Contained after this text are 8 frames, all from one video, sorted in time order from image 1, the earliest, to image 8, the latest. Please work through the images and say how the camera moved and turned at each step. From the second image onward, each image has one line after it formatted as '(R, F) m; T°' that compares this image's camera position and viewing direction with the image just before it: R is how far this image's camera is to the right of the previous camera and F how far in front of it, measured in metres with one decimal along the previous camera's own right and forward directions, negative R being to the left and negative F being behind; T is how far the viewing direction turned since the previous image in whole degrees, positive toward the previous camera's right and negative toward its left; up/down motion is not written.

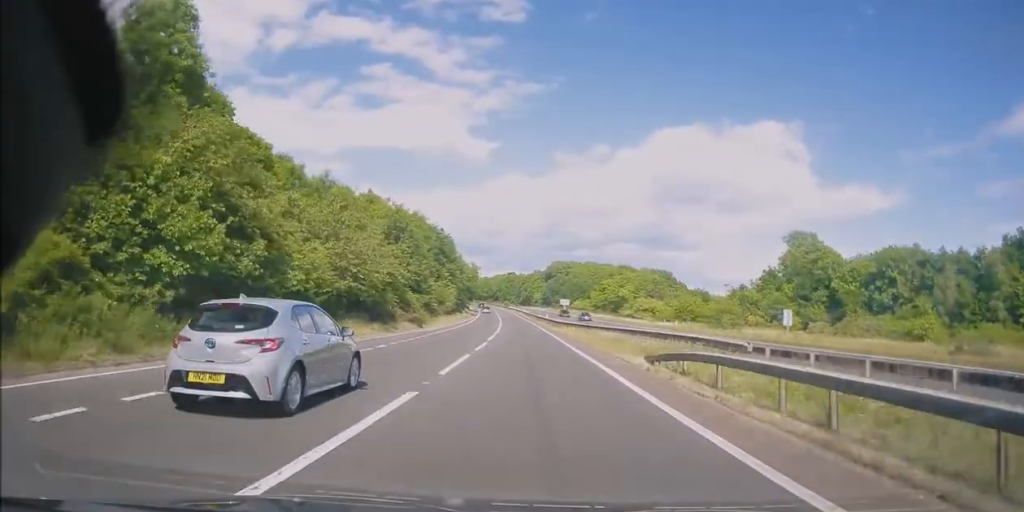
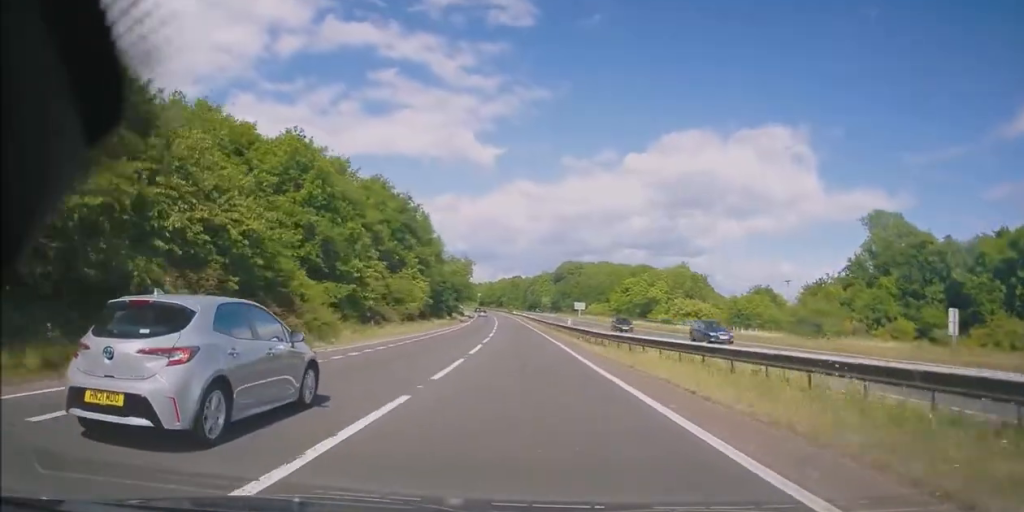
(+0.1, +28.6) m; 0°
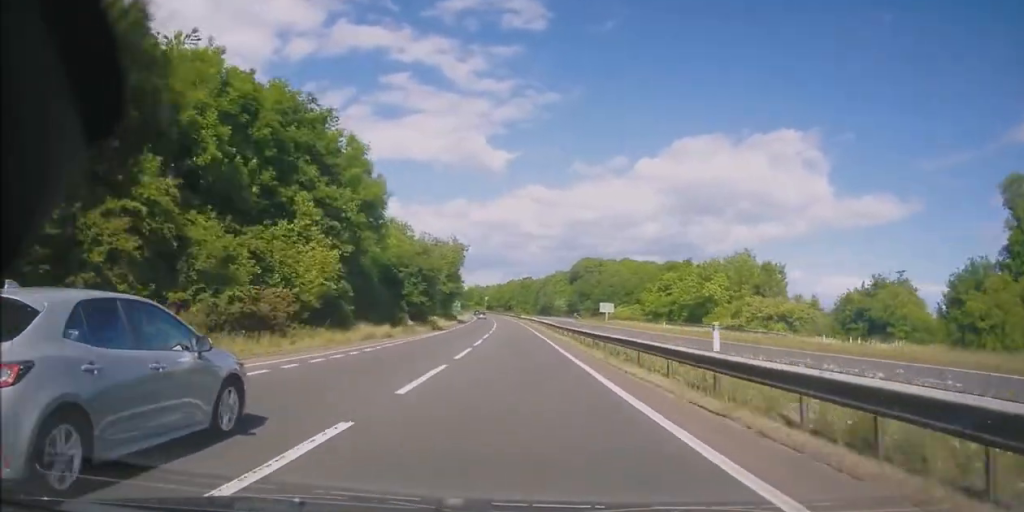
(-0.2, +30.5) m; -2°
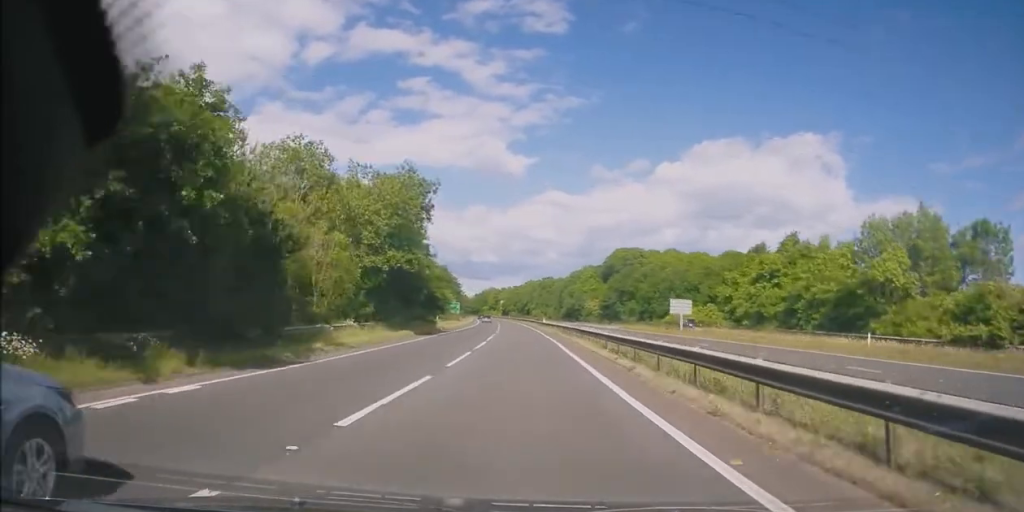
(-1.3, +40.1) m; -3°
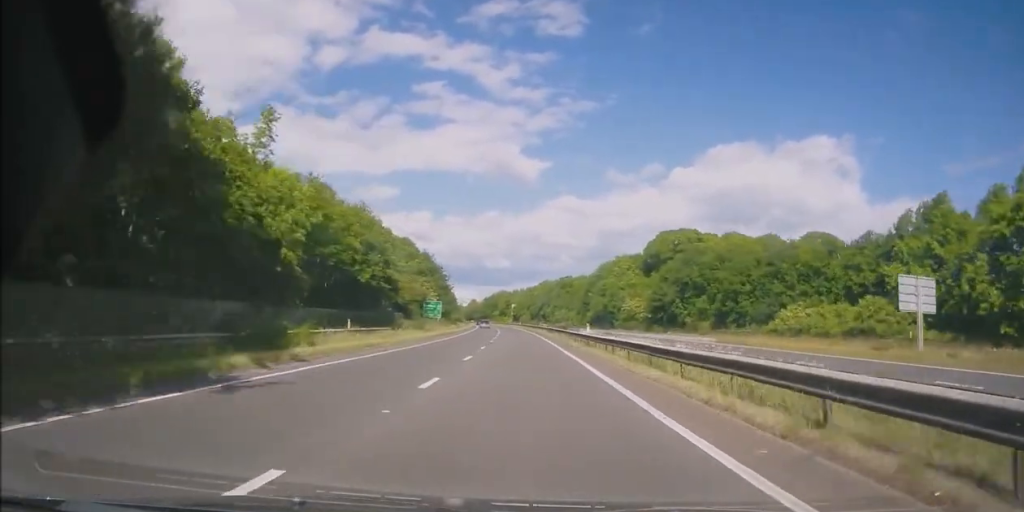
(-0.5, +39.9) m; -1°
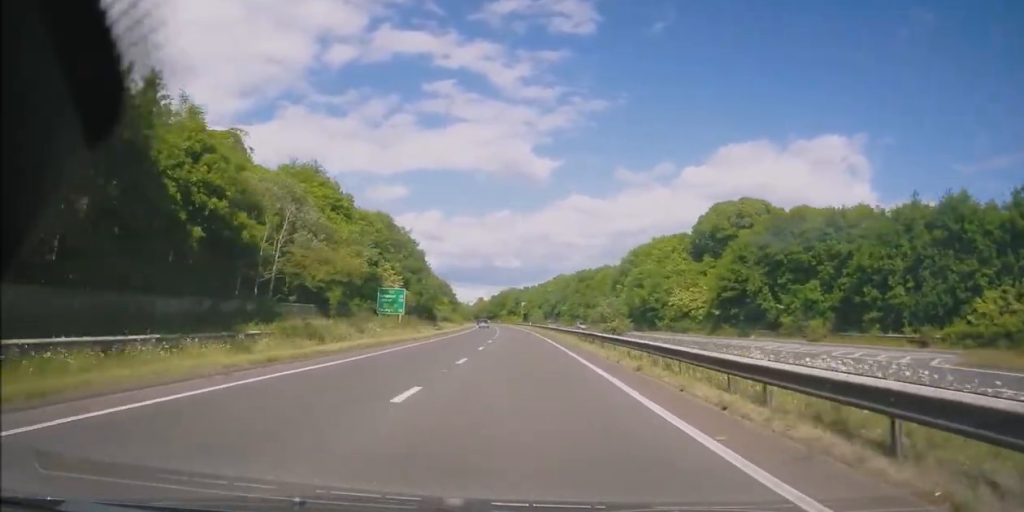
(-0.1, +28.7) m; -1°
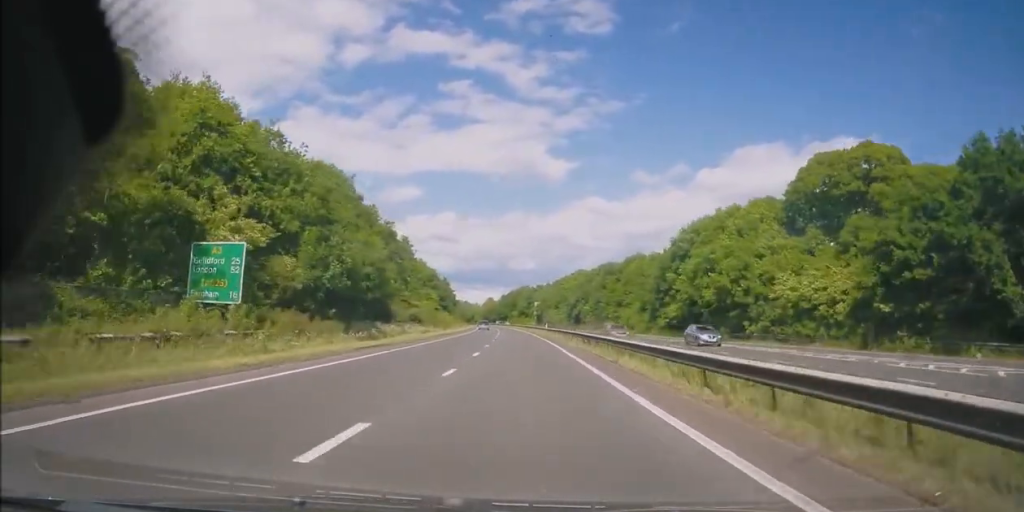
(-0.2, +30.5) m; -1°
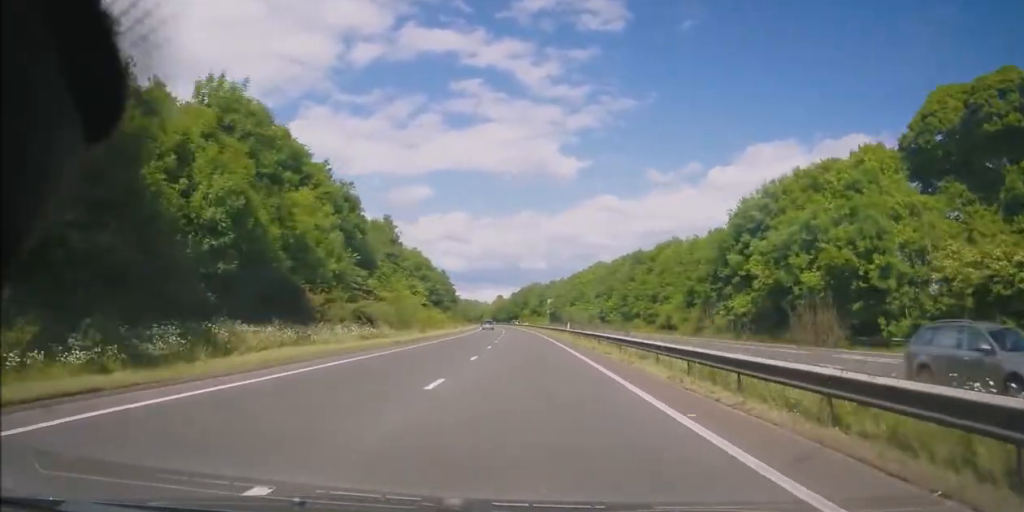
(-0.4, +20.6) m; -1°
